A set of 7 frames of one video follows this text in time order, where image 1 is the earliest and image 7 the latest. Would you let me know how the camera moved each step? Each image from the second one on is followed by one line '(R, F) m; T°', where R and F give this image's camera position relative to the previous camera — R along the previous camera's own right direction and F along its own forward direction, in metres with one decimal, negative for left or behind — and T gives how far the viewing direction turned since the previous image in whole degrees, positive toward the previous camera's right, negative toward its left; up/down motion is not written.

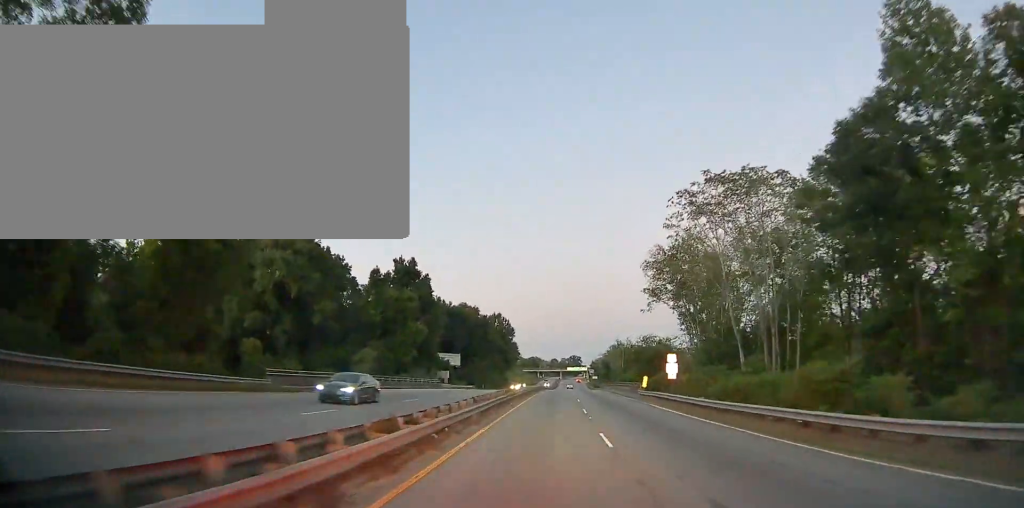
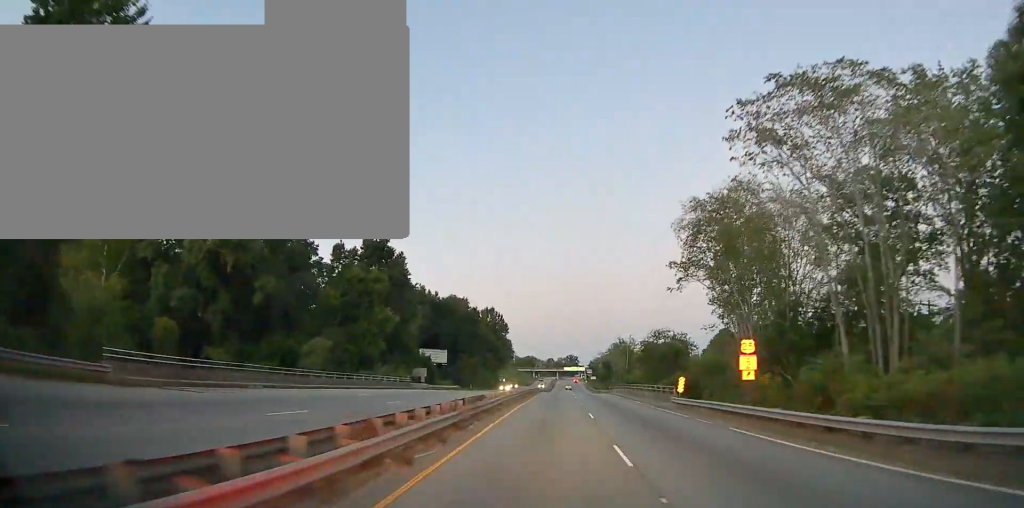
(0.0, +15.5) m; +1°
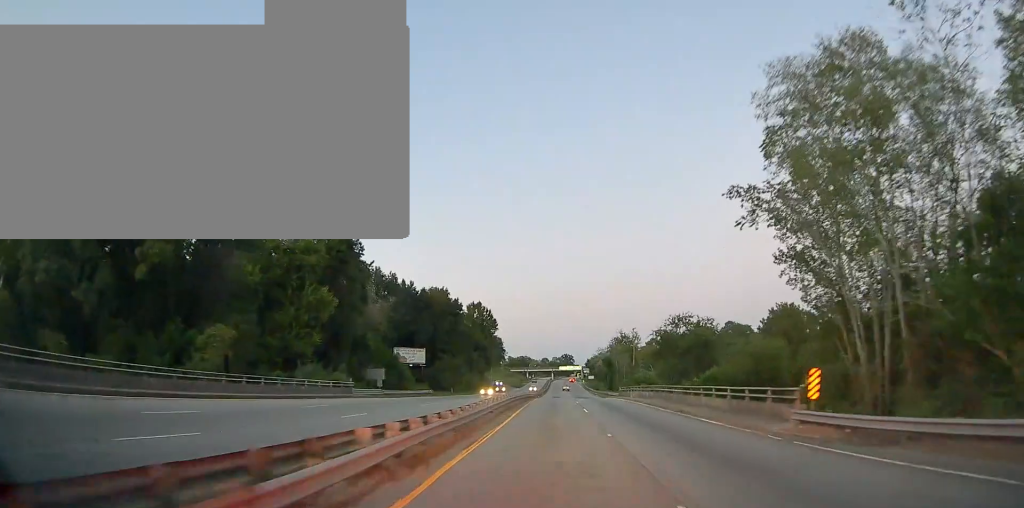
(+0.2, +18.5) m; +1°
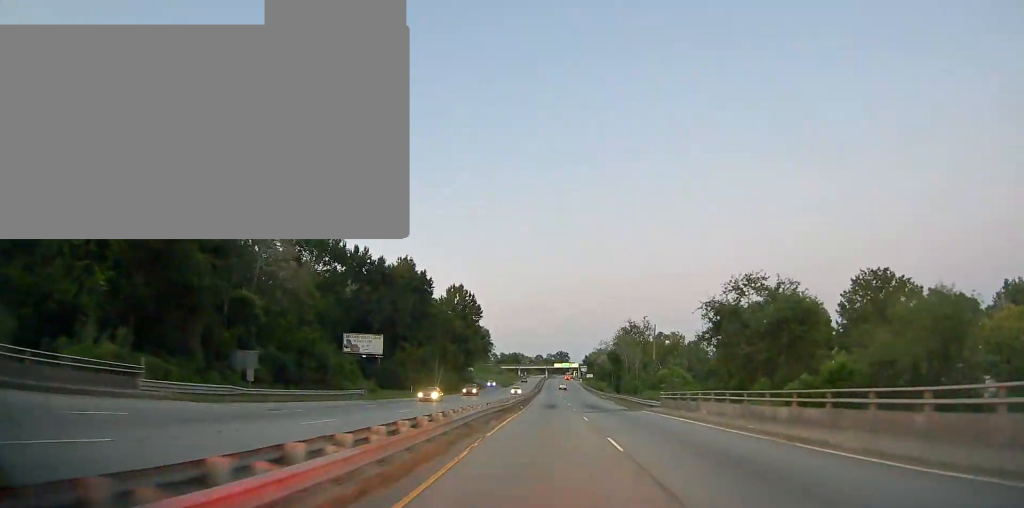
(+0.4, +27.7) m; +1°
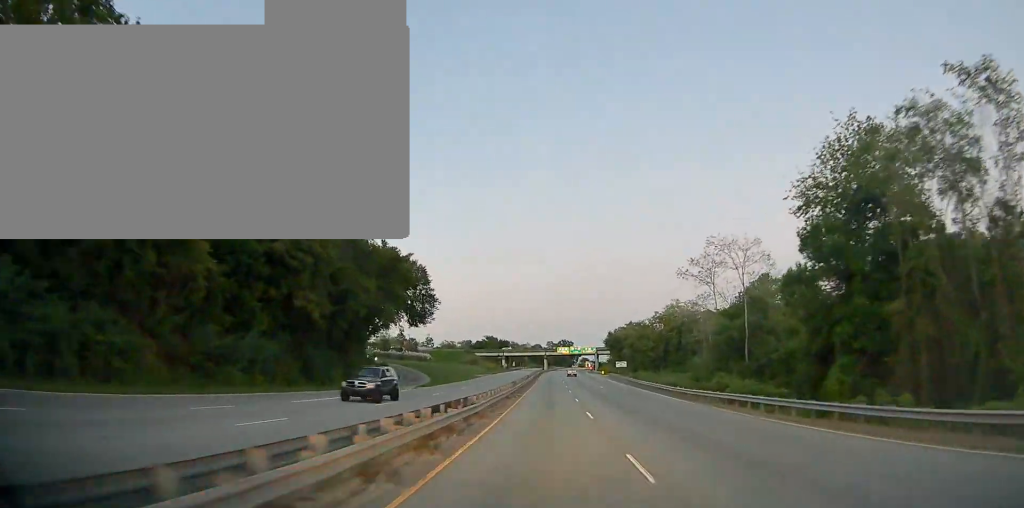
(-0.5, +101.4) m; -1°
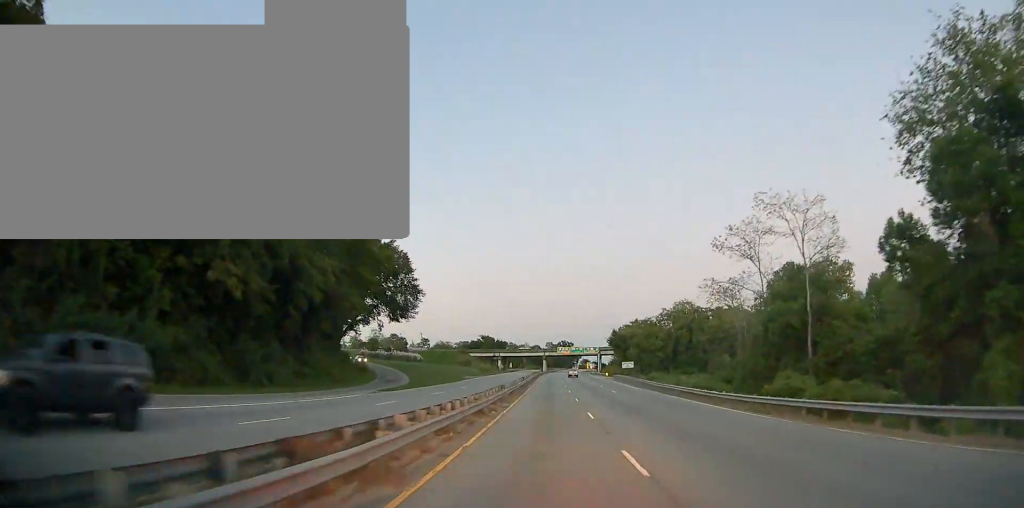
(-0.1, +12.2) m; 0°
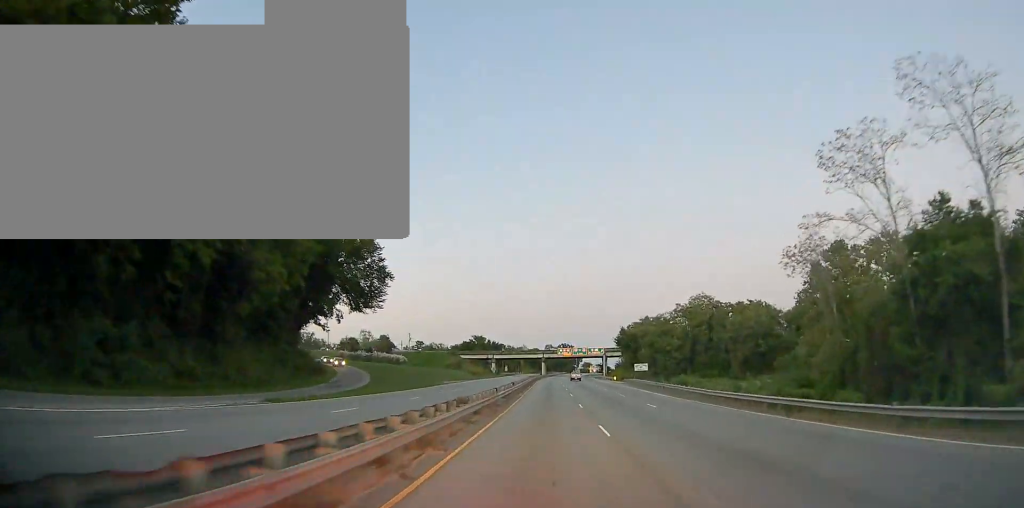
(+0.1, +18.4) m; 0°
